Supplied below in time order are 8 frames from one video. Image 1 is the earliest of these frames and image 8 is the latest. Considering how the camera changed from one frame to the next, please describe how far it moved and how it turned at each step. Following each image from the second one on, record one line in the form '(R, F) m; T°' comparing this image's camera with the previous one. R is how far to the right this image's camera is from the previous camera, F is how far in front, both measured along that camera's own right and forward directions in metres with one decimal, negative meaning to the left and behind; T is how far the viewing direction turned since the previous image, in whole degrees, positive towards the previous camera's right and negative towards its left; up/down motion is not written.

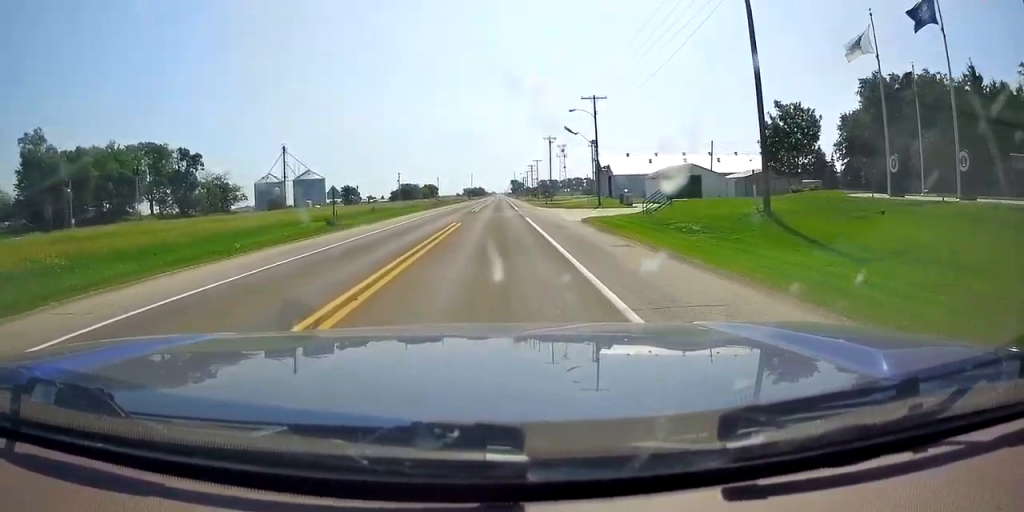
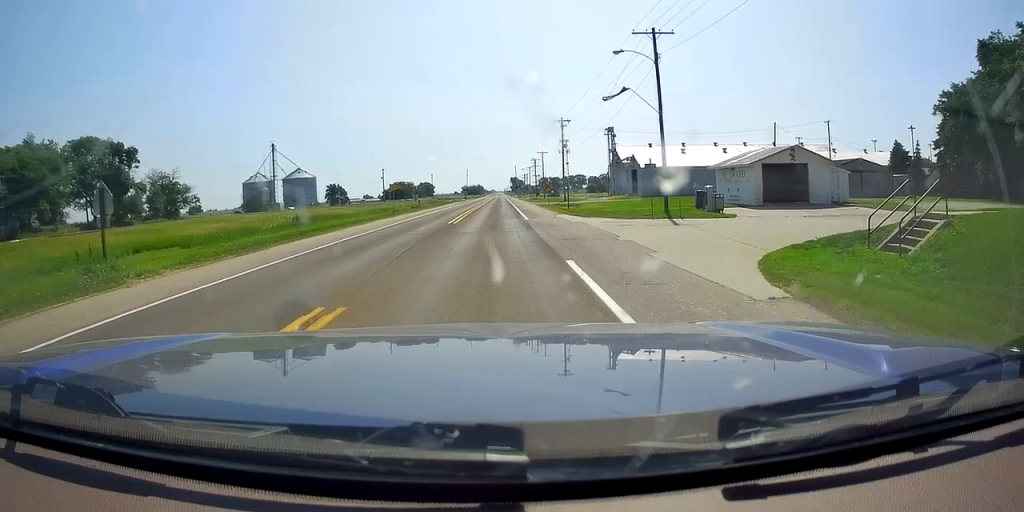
(+0.1, +22.3) m; 0°
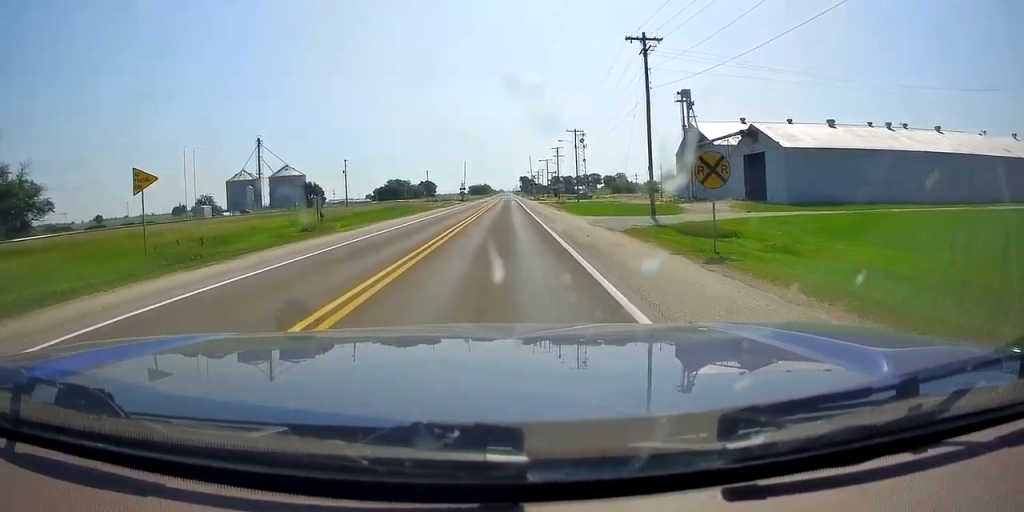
(+0.1, +45.4) m; 0°
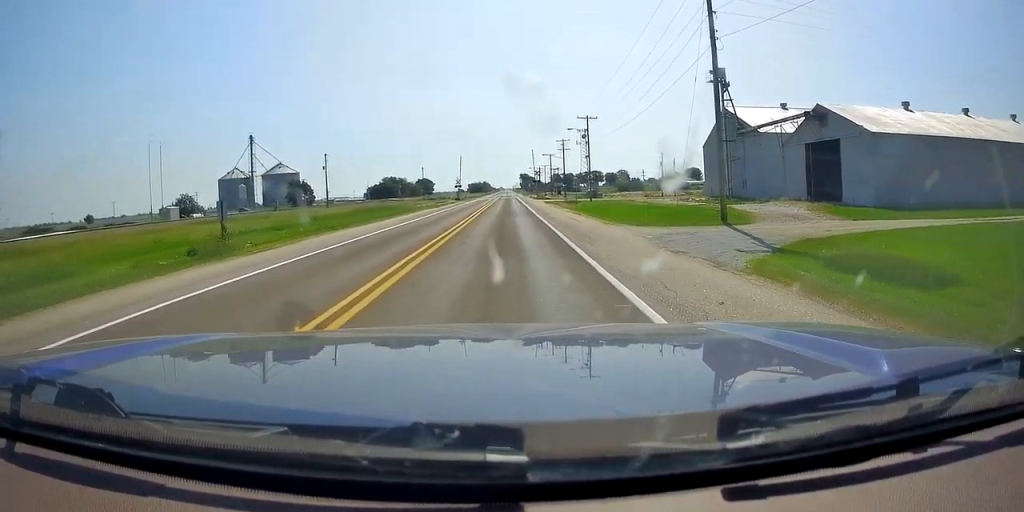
(-0.1, +12.7) m; -1°
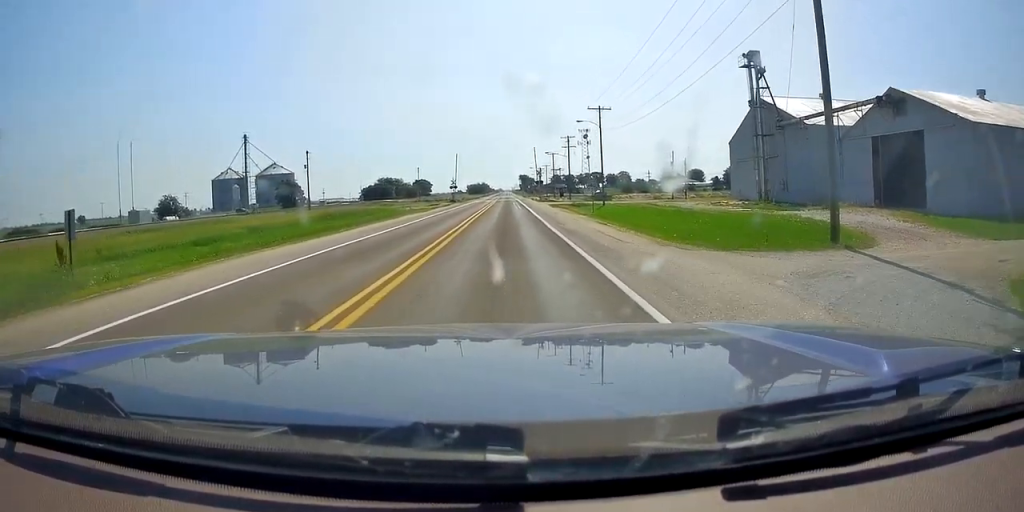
(-0.2, +9.5) m; -1°
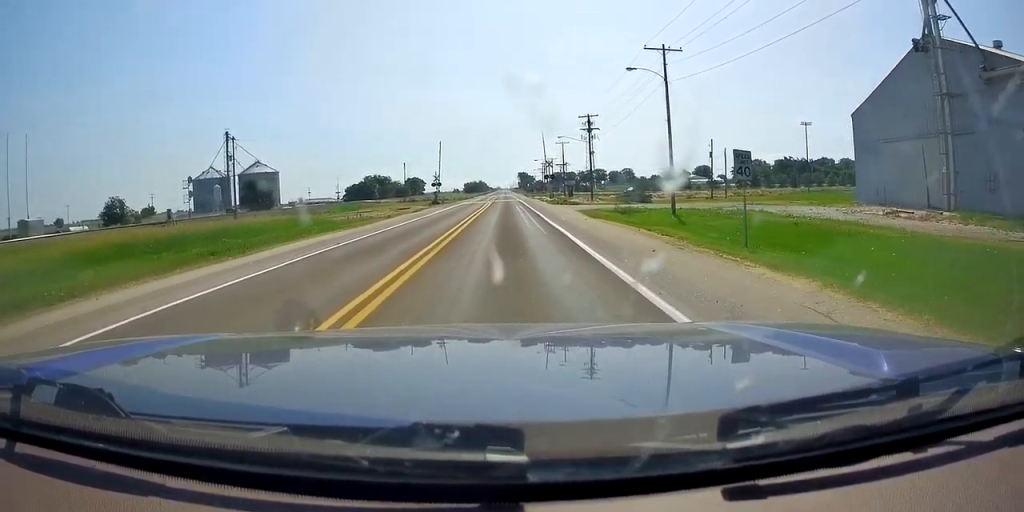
(-0.1, +26.3) m; 0°
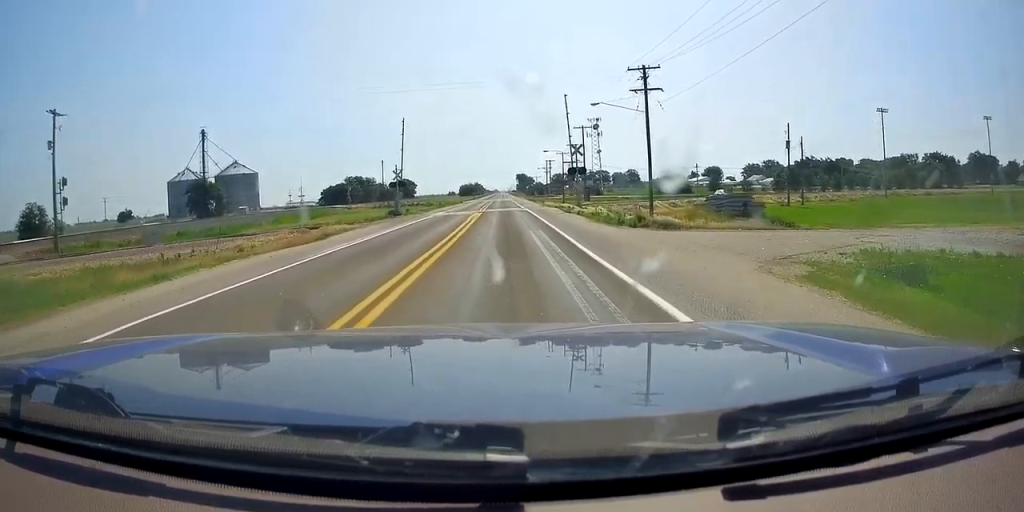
(+0.5, +30.4) m; +1°
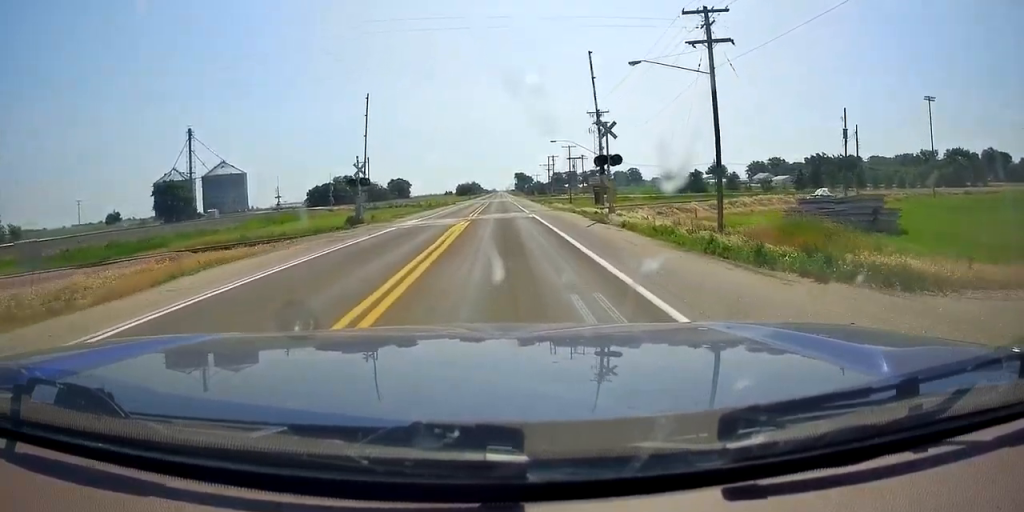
(+0.1, +14.4) m; 0°
